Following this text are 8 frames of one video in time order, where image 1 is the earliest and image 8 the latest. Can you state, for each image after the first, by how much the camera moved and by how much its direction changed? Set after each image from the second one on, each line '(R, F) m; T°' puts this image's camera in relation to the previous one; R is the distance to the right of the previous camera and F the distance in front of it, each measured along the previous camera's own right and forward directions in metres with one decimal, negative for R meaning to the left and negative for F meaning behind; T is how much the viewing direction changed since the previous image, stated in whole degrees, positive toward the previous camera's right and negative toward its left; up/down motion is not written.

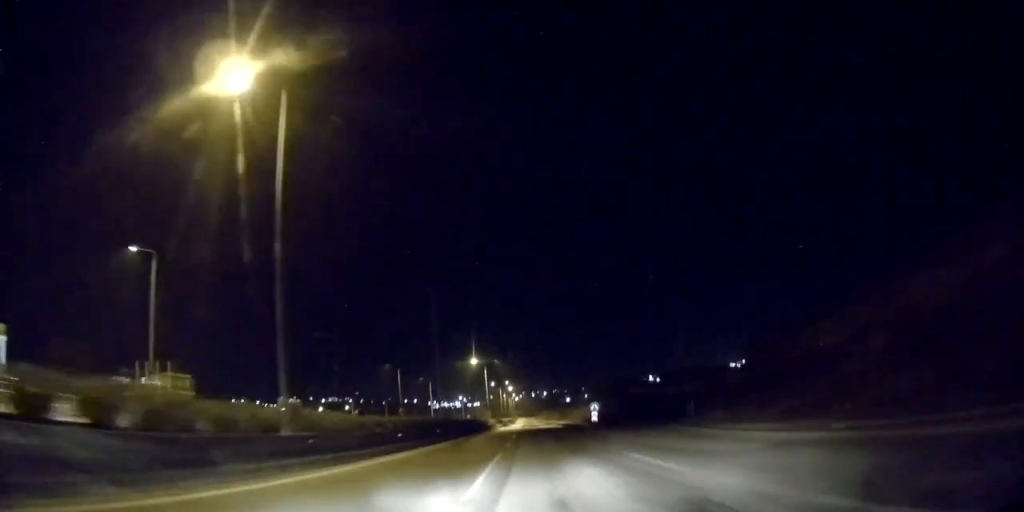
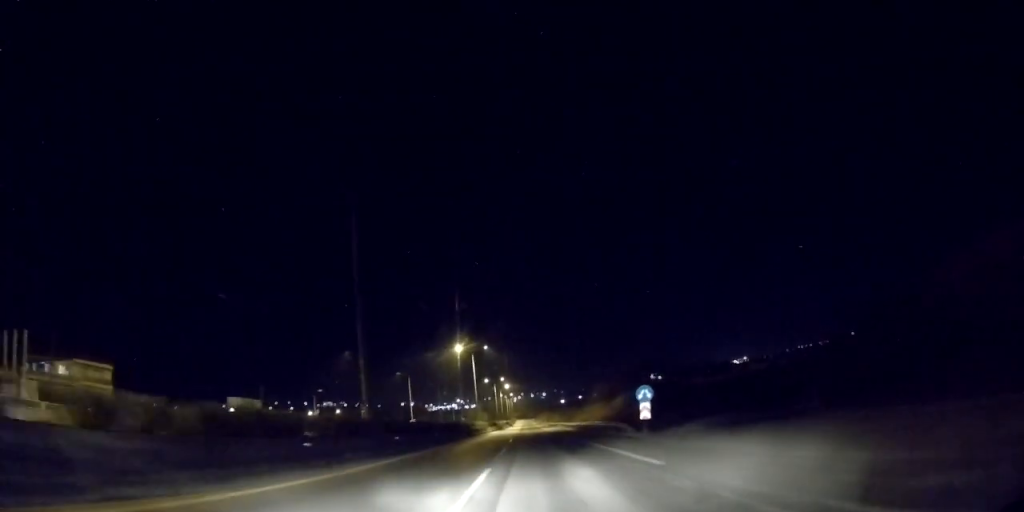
(+0.5, +24.2) m; 0°
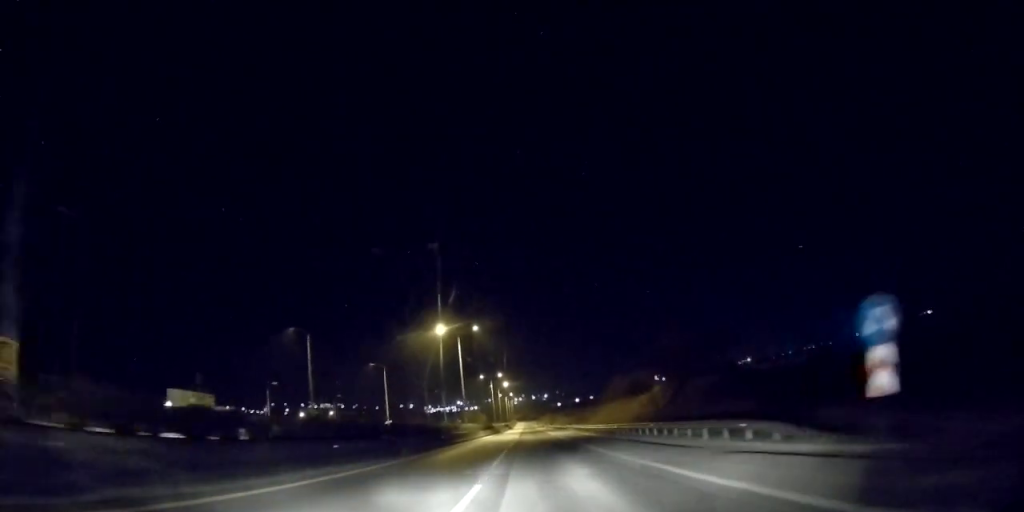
(-0.4, +21.8) m; 0°
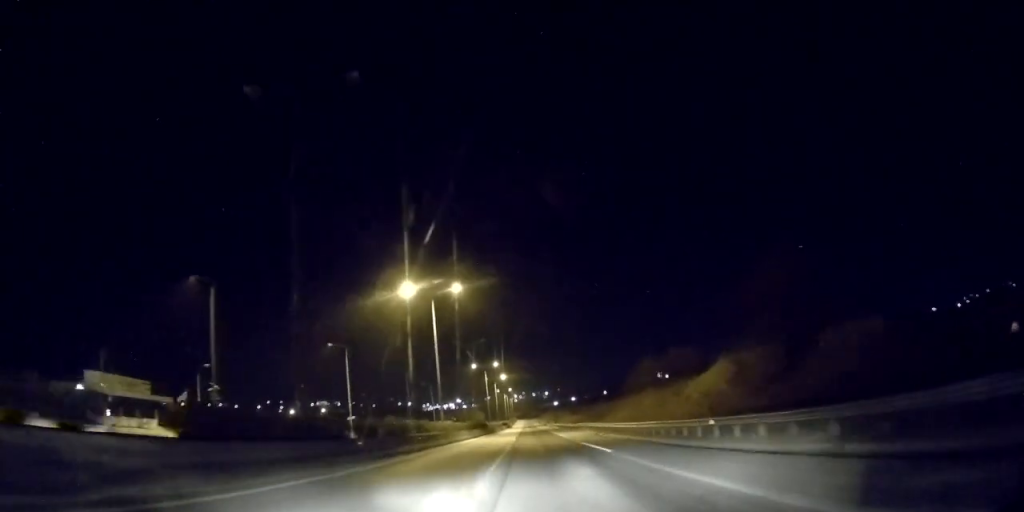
(0.0, +21.4) m; 0°
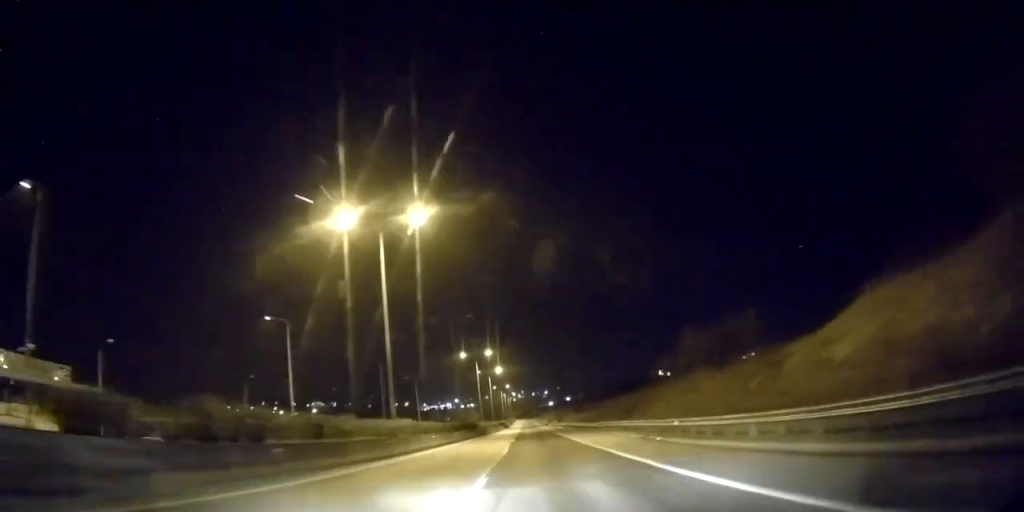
(+0.2, +19.4) m; 0°
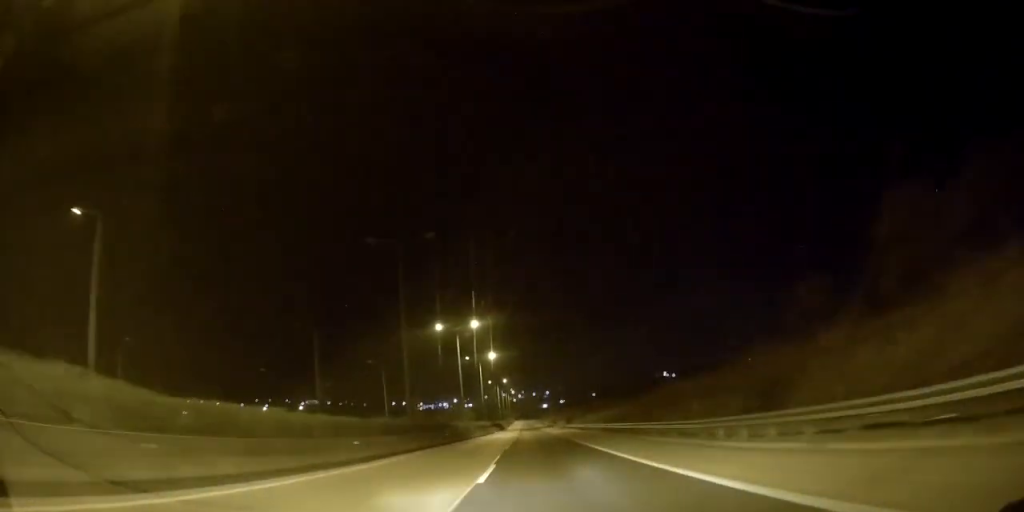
(-0.3, +29.9) m; 0°
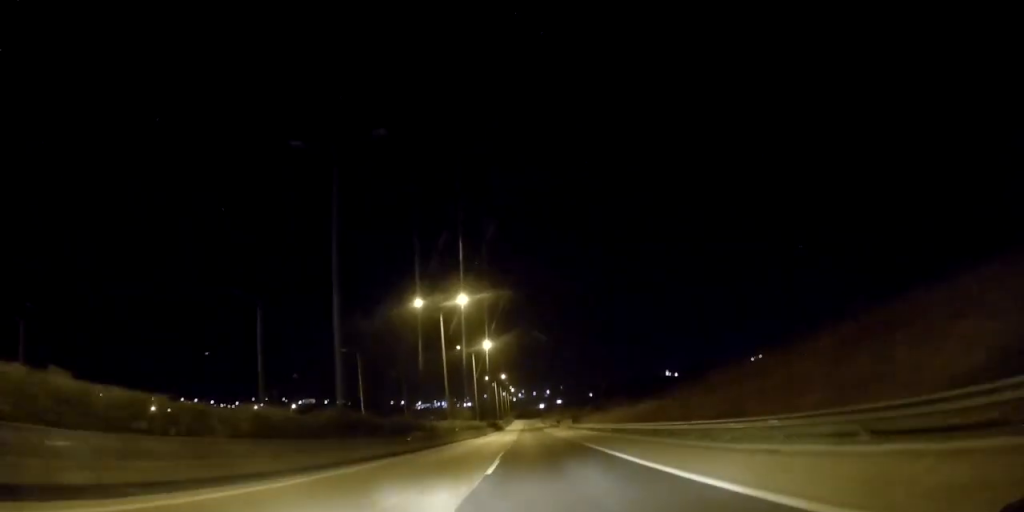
(+0.1, +14.5) m; 0°
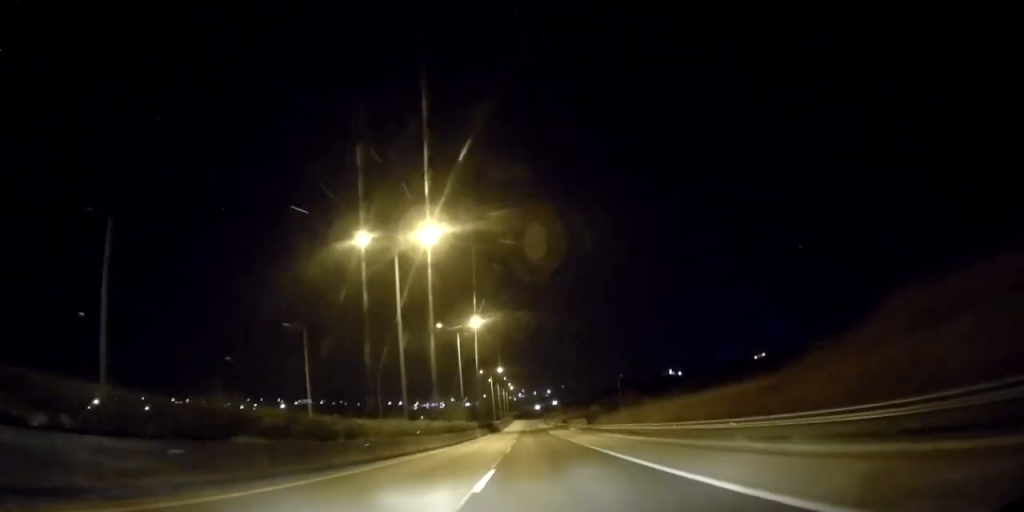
(+0.1, +21.2) m; 0°
